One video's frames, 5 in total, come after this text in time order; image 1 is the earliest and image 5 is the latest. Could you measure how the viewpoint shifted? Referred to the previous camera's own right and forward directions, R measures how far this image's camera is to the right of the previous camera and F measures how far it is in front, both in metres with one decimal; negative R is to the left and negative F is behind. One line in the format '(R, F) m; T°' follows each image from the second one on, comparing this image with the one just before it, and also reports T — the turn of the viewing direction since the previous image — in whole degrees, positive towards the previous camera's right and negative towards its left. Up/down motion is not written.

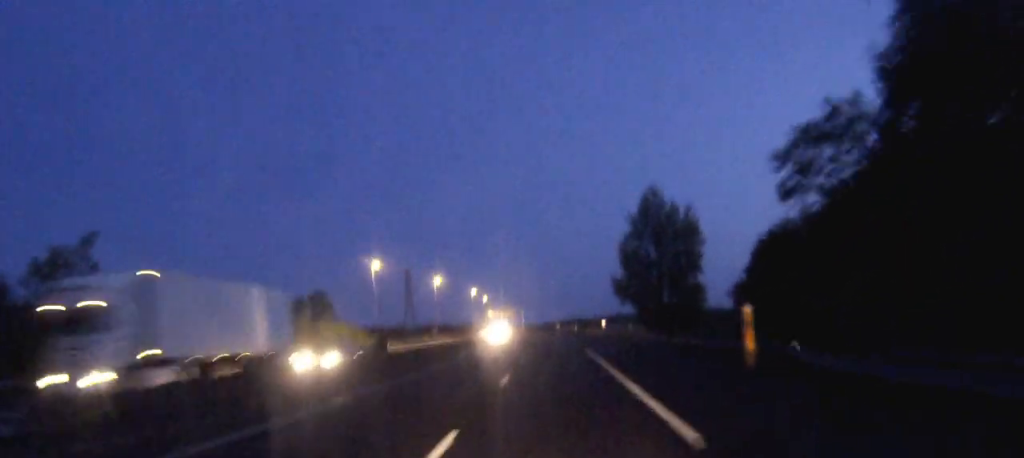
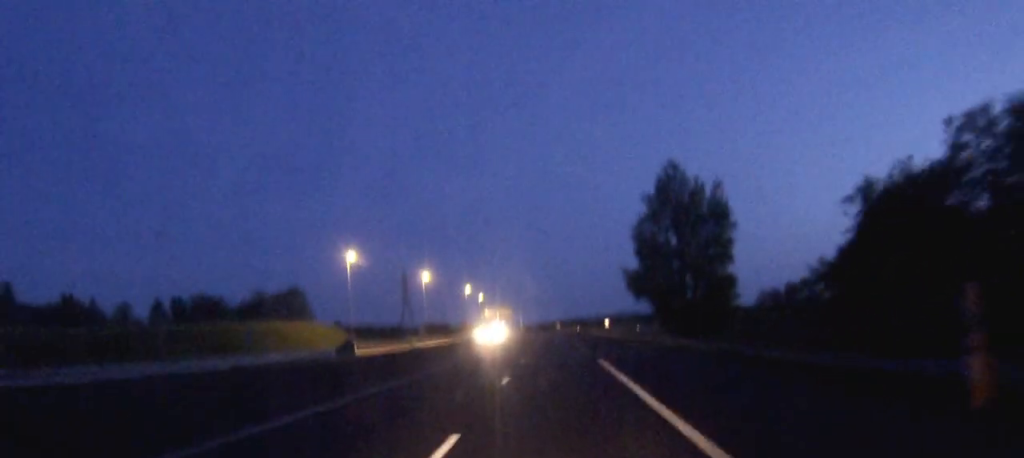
(-0.1, +13.5) m; 0°
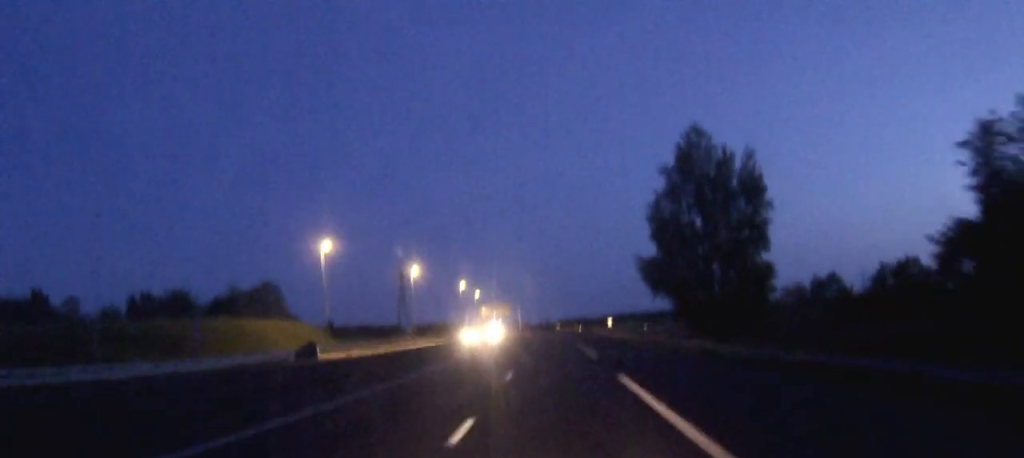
(0.0, +11.0) m; 0°
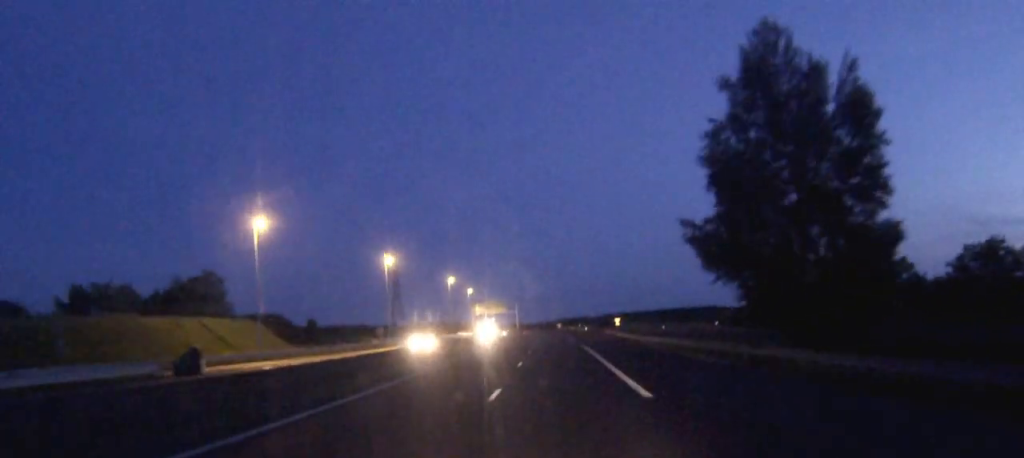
(+0.1, +20.3) m; 0°
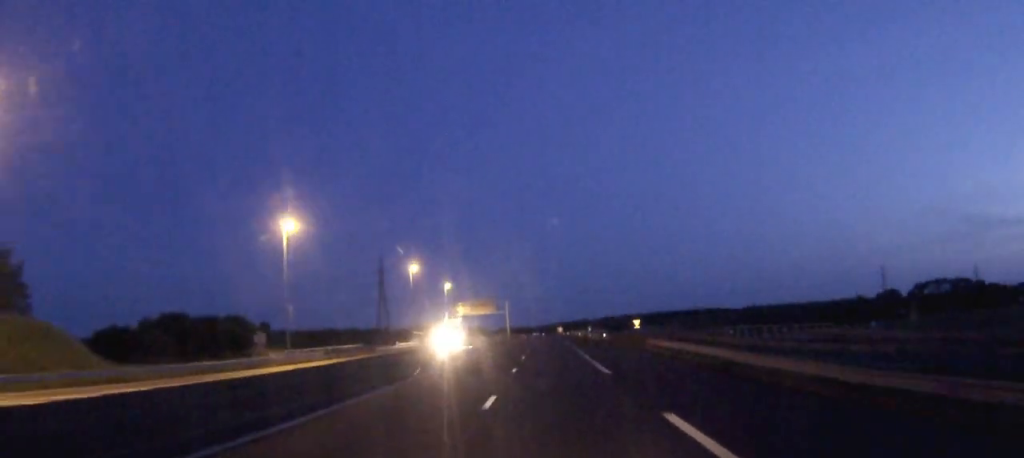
(-0.1, +40.7) m; 0°
